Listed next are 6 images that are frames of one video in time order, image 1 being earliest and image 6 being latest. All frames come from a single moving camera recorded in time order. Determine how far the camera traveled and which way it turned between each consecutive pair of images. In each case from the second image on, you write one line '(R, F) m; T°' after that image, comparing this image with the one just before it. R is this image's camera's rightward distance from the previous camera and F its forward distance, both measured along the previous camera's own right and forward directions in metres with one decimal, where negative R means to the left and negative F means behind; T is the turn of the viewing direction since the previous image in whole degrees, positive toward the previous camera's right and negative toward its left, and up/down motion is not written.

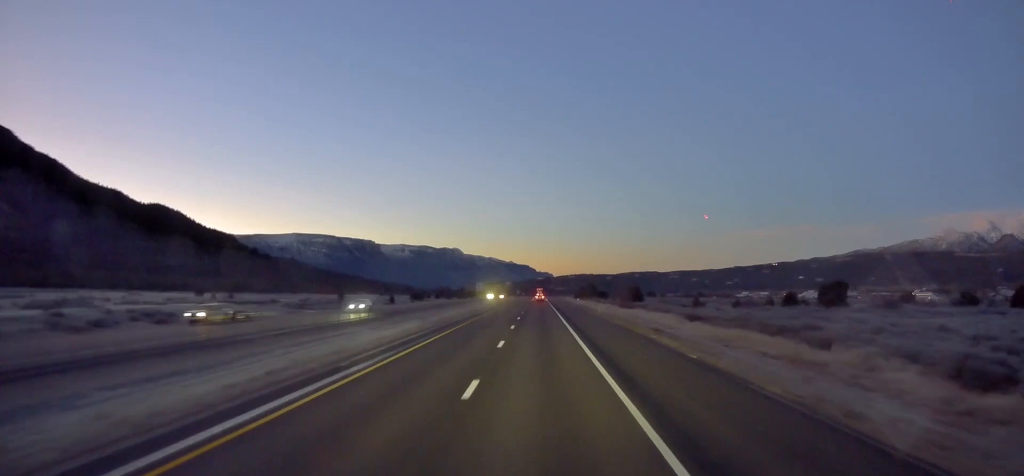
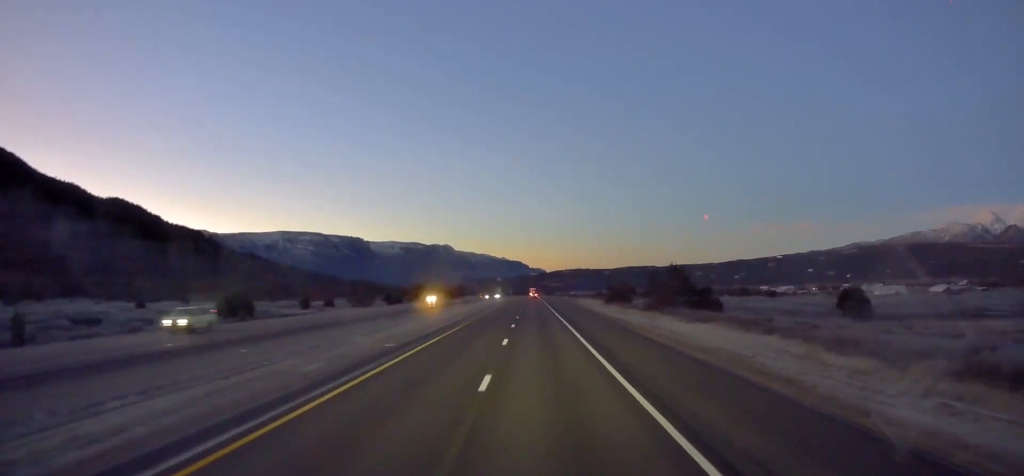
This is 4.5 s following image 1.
(+0.3, +143.2) m; 0°
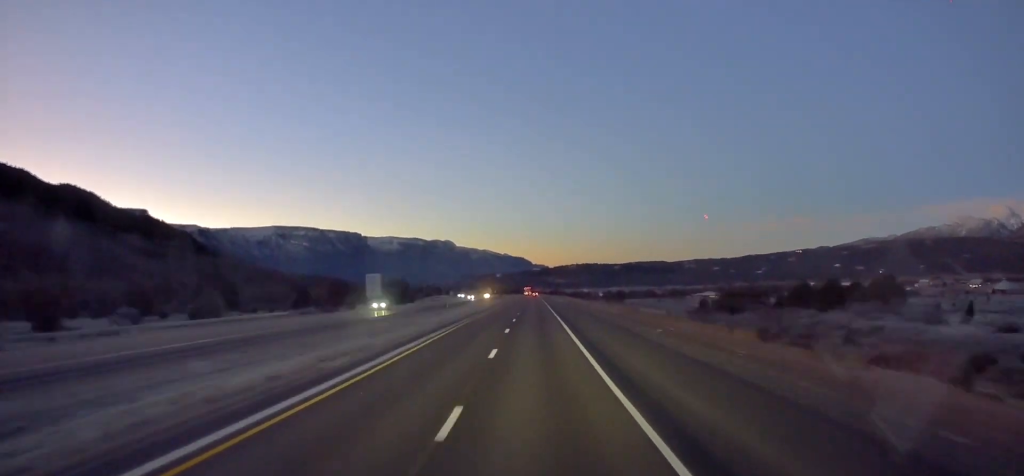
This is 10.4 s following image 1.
(+0.1, +185.4) m; -1°
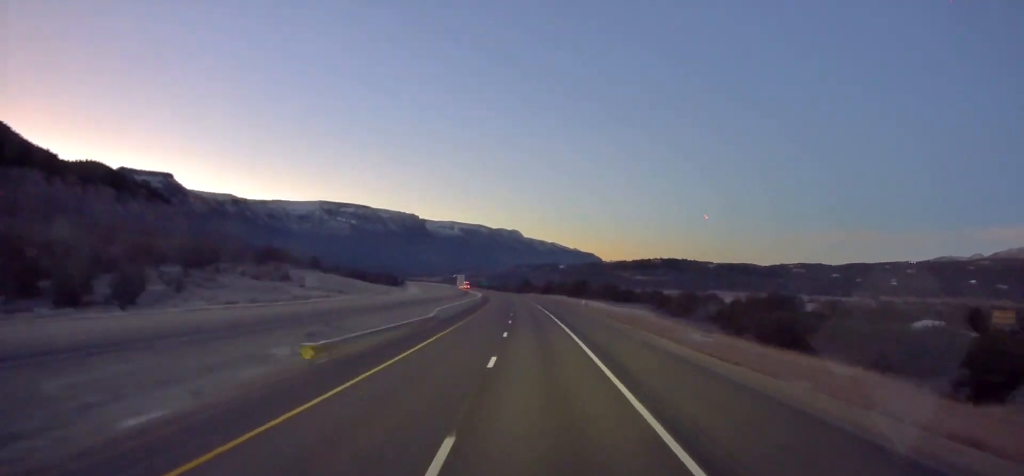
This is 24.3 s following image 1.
(-19.6, +432.9) m; -8°
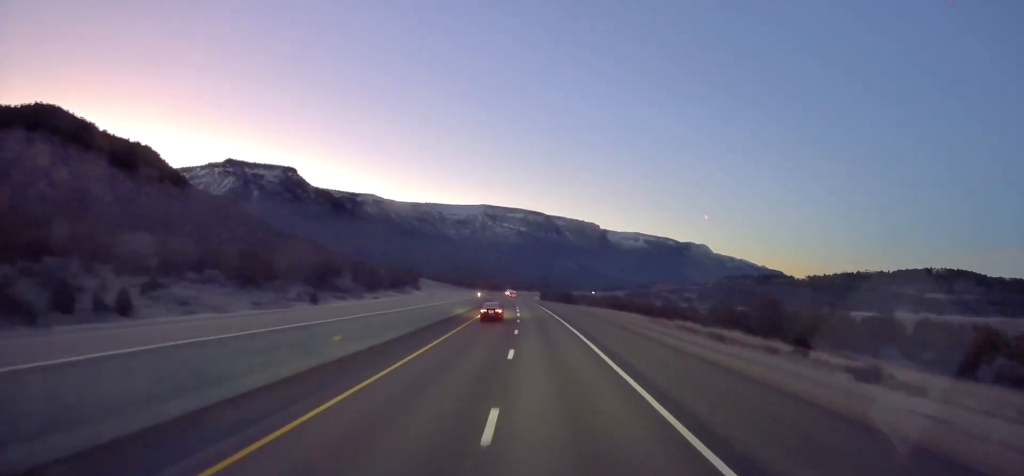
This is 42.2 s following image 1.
(-83.5, +536.8) m; -15°
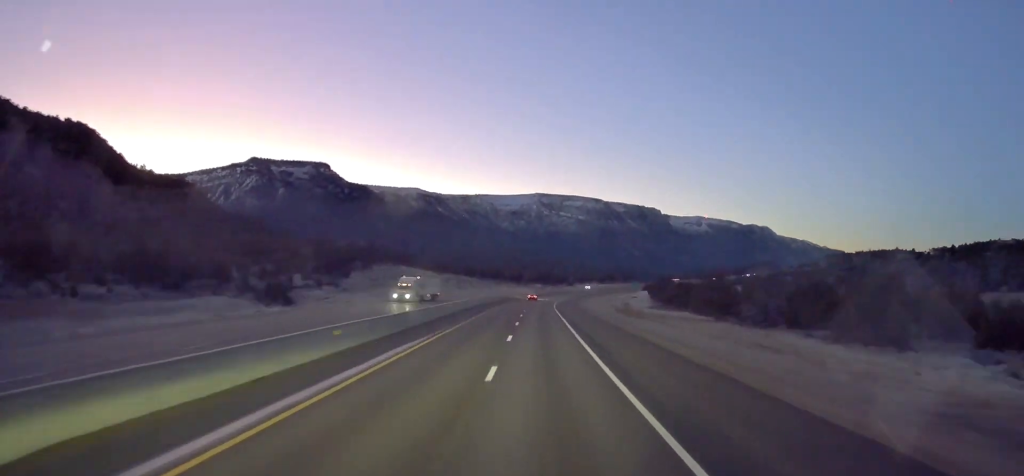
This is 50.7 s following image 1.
(-8.9, +244.1) m; +1°
